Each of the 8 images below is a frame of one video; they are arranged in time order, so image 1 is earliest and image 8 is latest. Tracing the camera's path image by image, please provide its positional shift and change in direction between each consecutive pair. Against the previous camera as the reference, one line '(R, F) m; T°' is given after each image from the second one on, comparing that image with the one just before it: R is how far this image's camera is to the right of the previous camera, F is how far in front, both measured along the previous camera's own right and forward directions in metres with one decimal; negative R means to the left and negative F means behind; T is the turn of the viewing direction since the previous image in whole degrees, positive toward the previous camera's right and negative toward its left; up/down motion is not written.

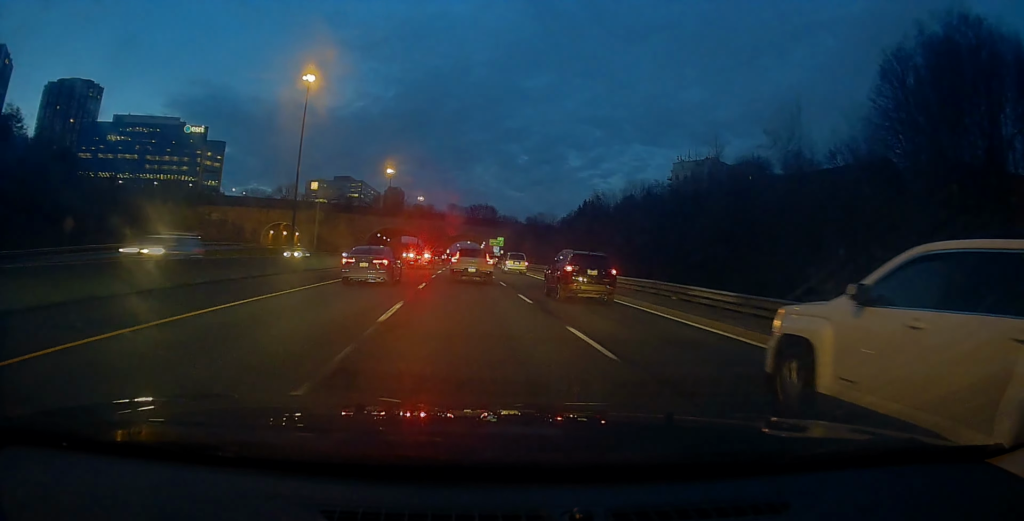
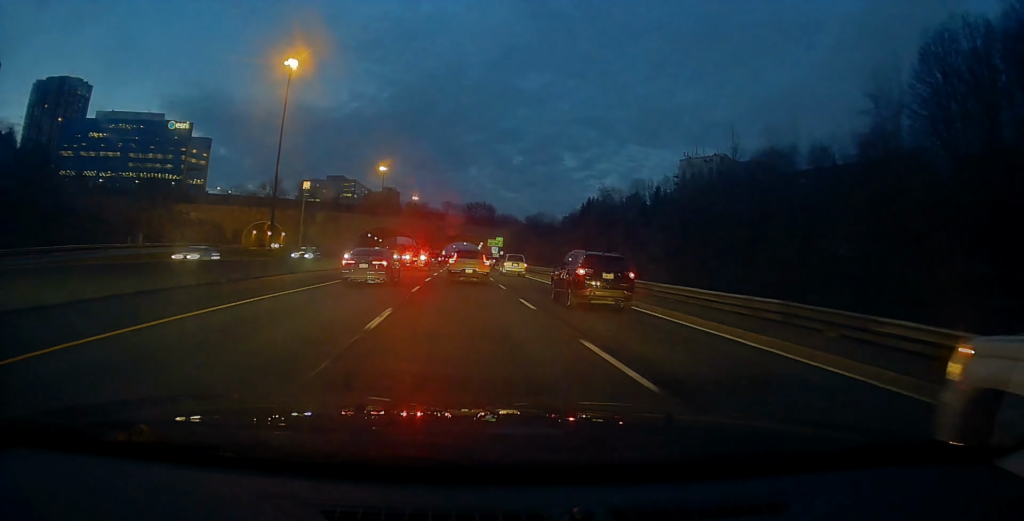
(+0.5, +10.5) m; +1°
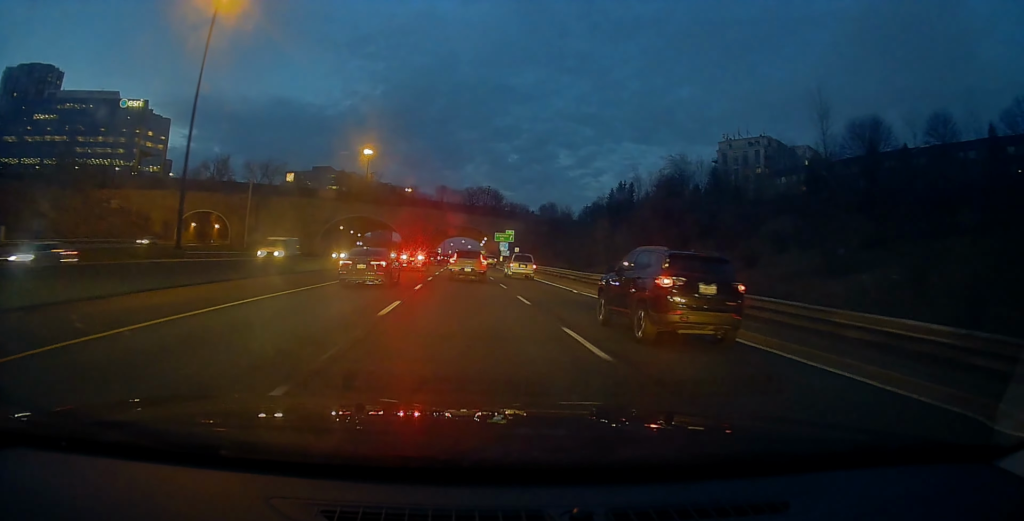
(+0.4, +34.0) m; 0°
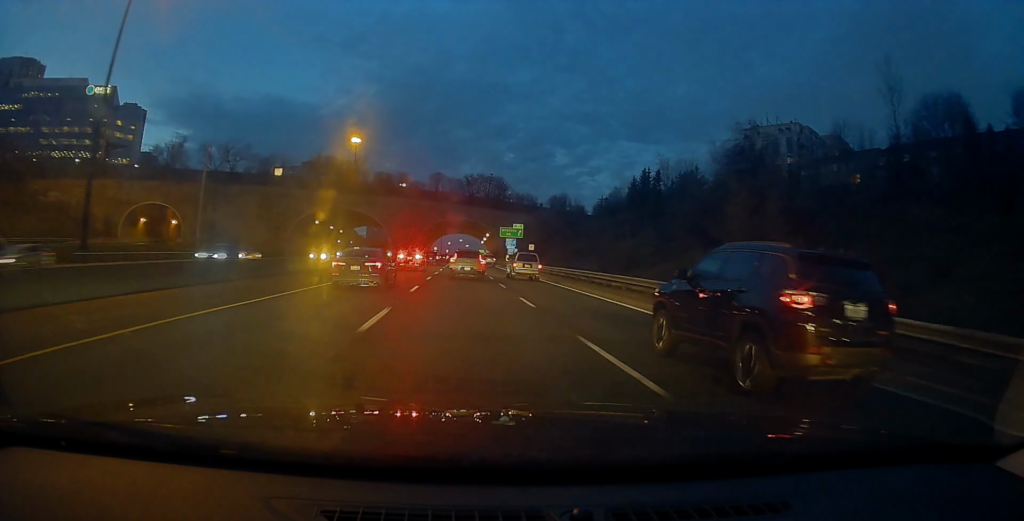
(-0.2, +19.0) m; 0°
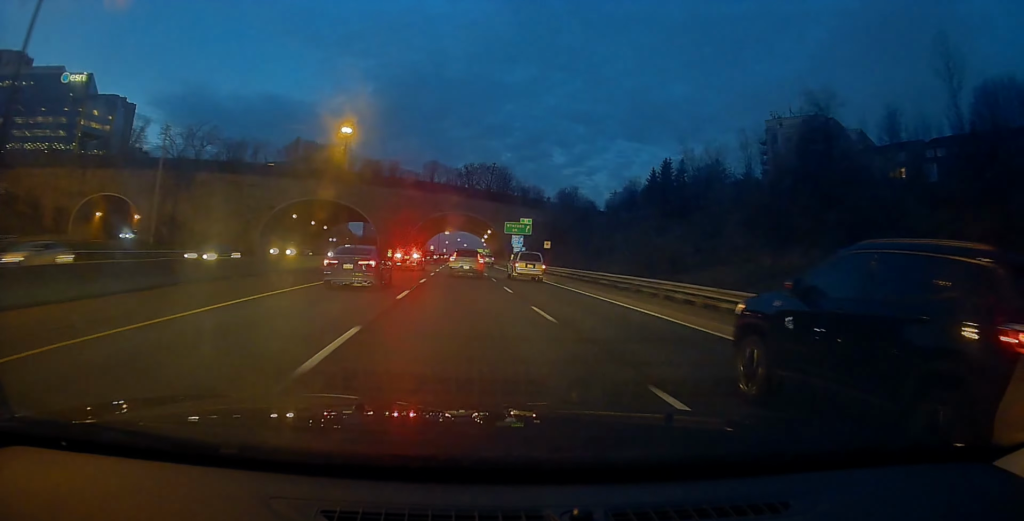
(-0.2, +12.9) m; 0°
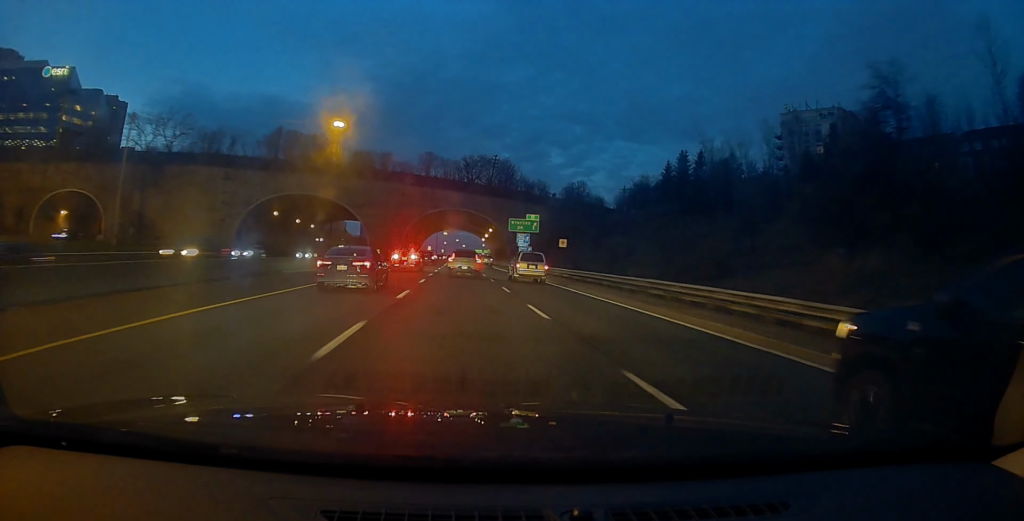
(+0.3, +8.5) m; 0°
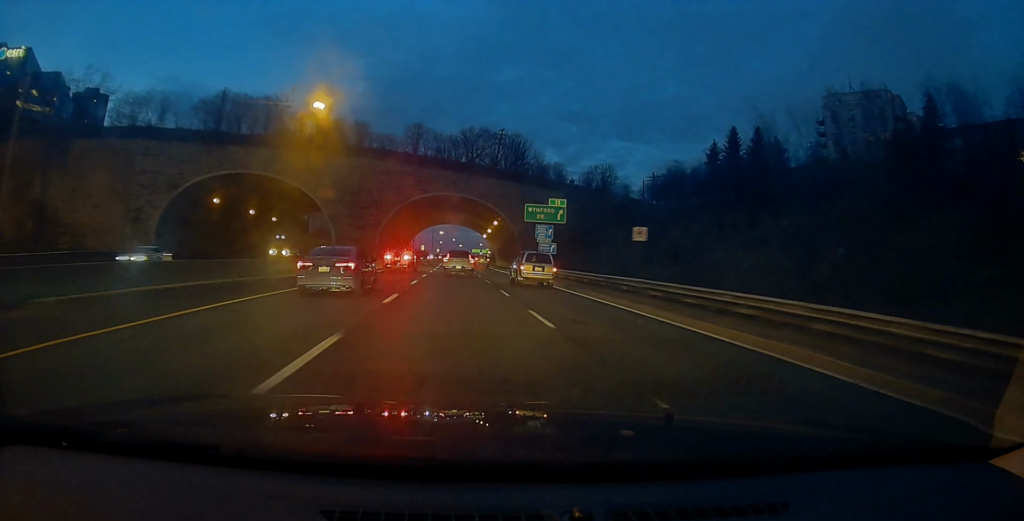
(+0.1, +19.3) m; 0°
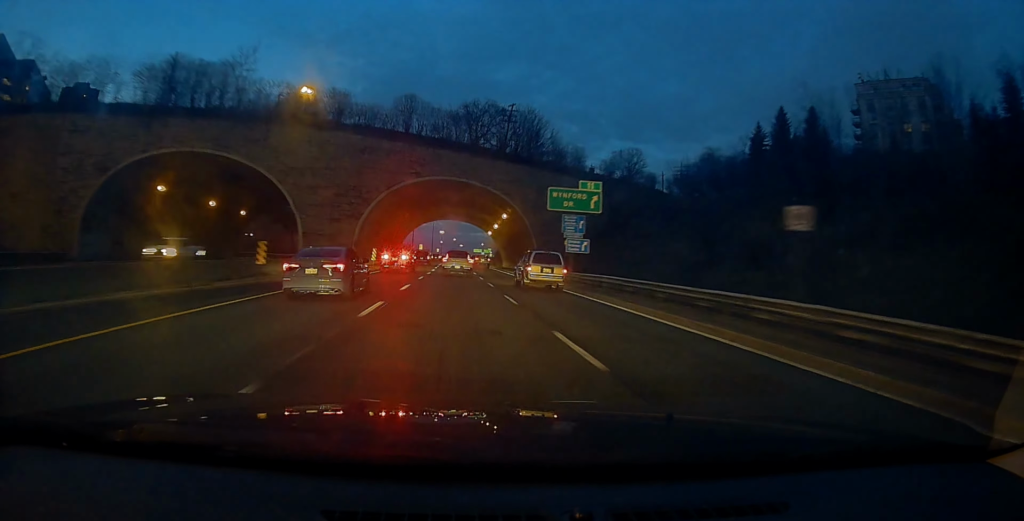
(-0.1, +12.3) m; 0°
